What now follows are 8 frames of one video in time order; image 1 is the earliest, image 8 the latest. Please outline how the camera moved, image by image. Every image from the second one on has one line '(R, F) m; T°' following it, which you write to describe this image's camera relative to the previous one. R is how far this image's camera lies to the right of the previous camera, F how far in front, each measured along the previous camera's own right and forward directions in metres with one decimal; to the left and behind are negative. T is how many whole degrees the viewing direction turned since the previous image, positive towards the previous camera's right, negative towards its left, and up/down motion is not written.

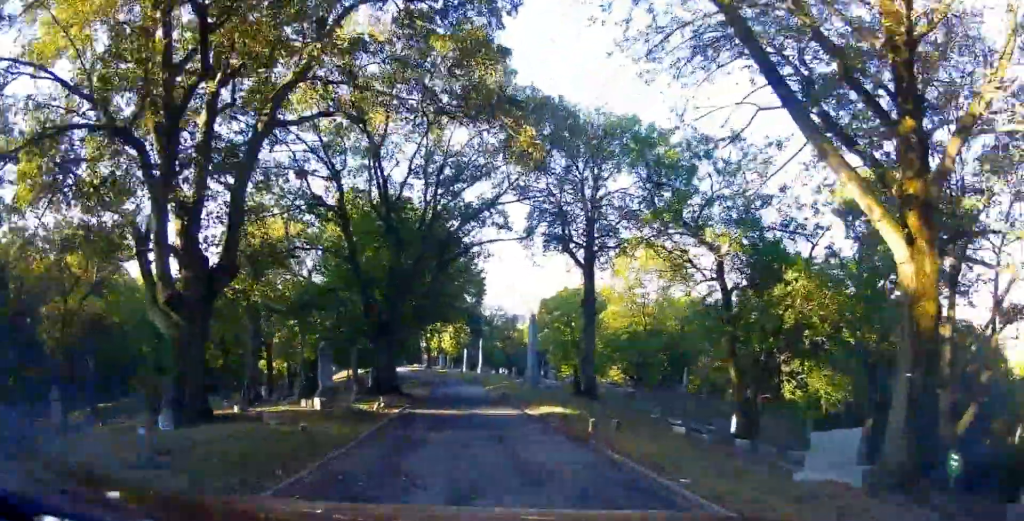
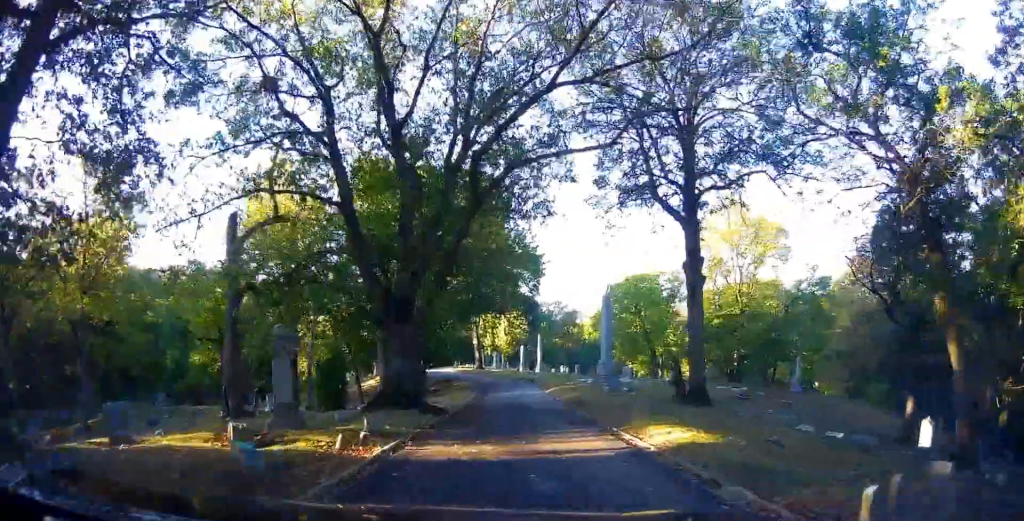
(-0.5, +9.7) m; -10°
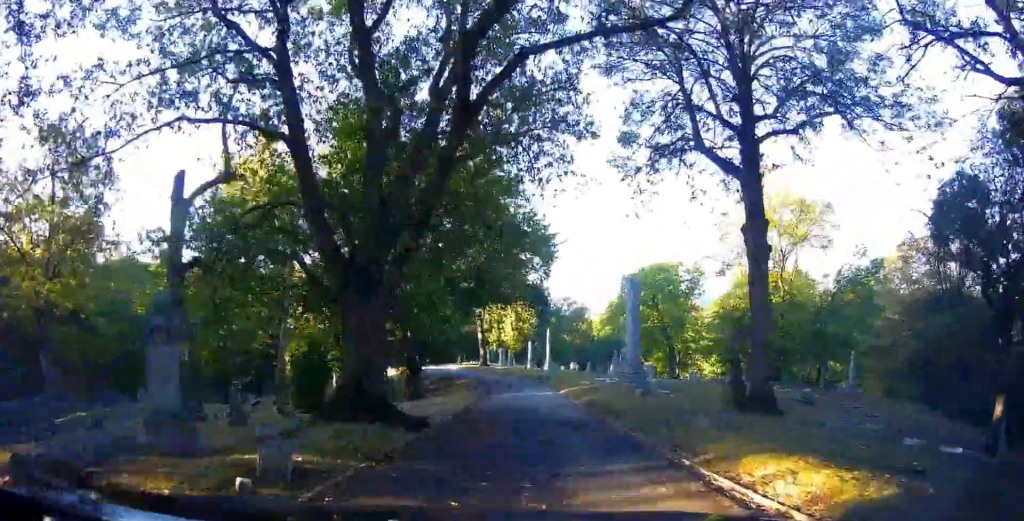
(-0.5, +5.6) m; 0°
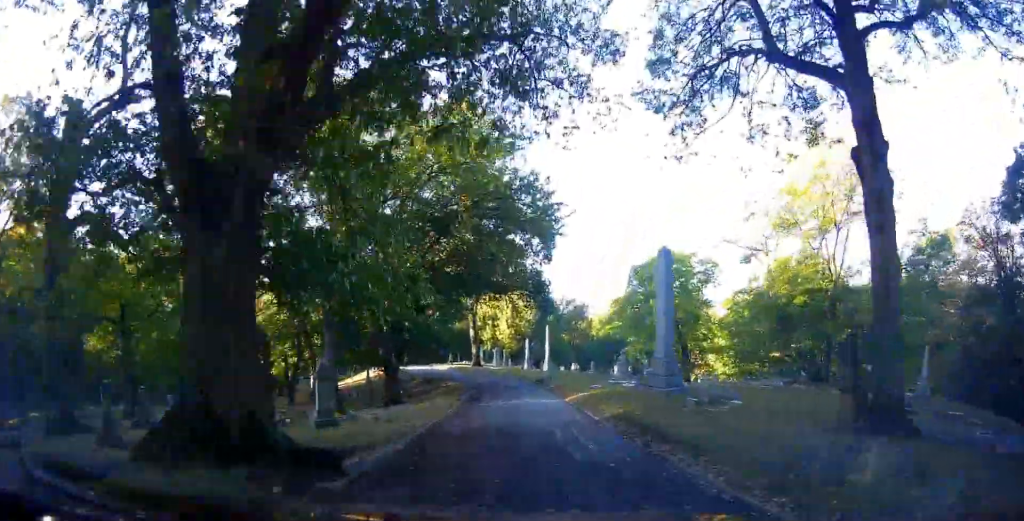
(+0.5, +6.7) m; +4°
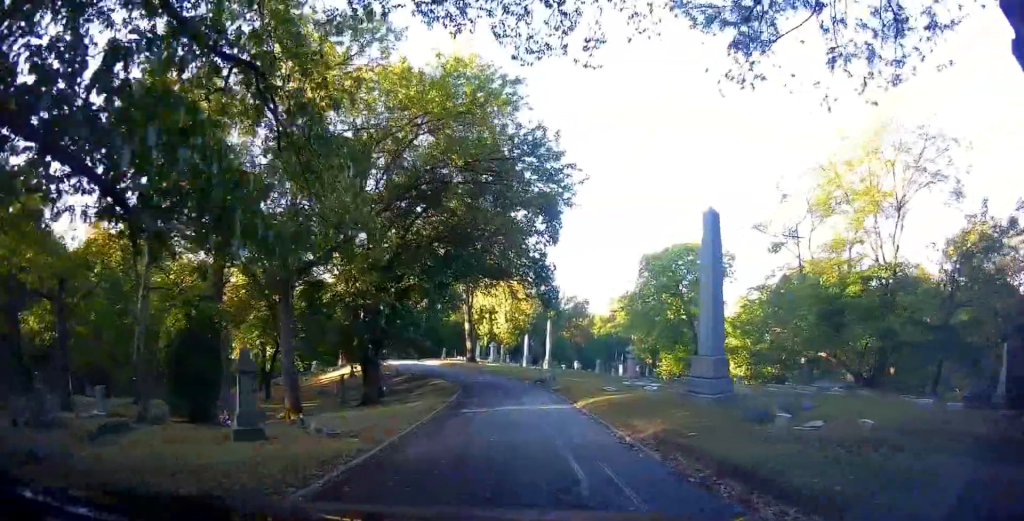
(0.0, +5.3) m; -3°
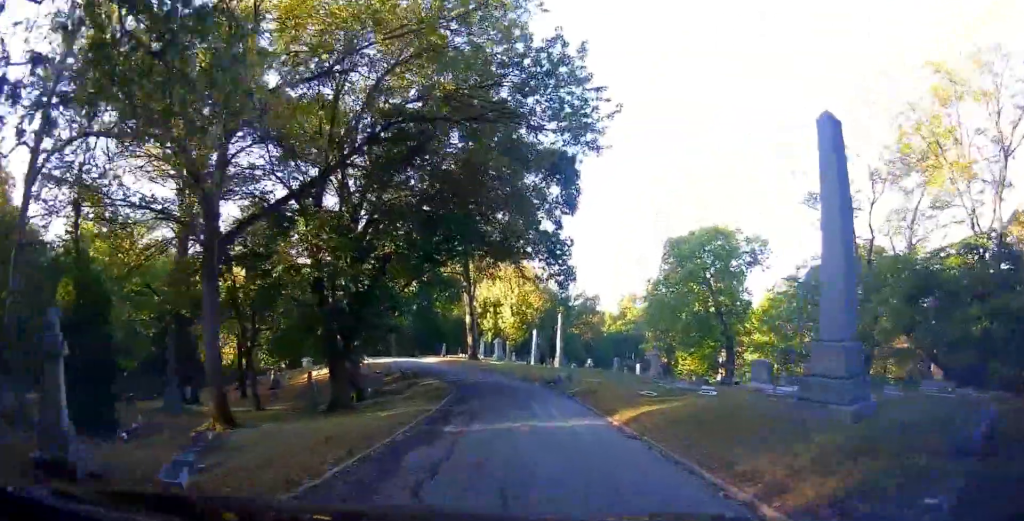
(-0.3, +6.3) m; -2°
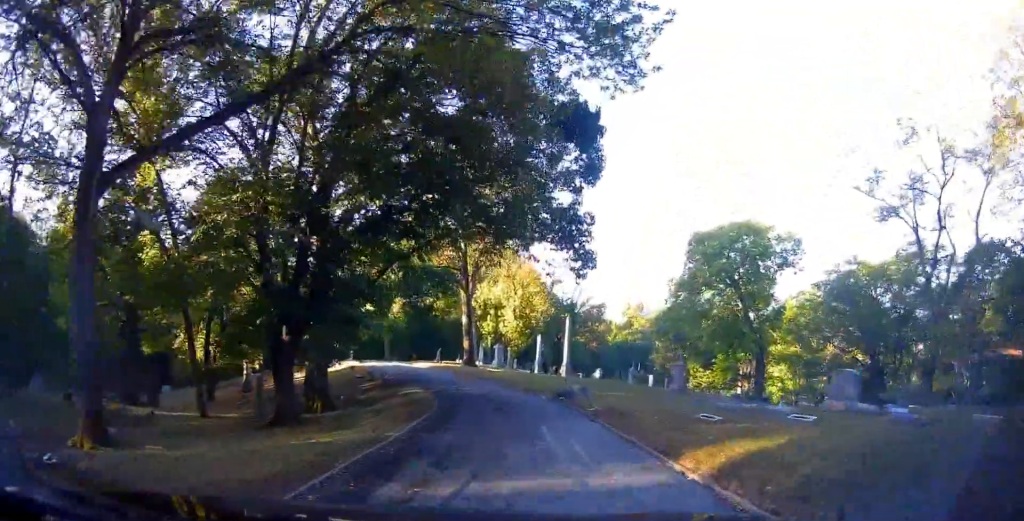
(0.0, +5.9) m; -2°
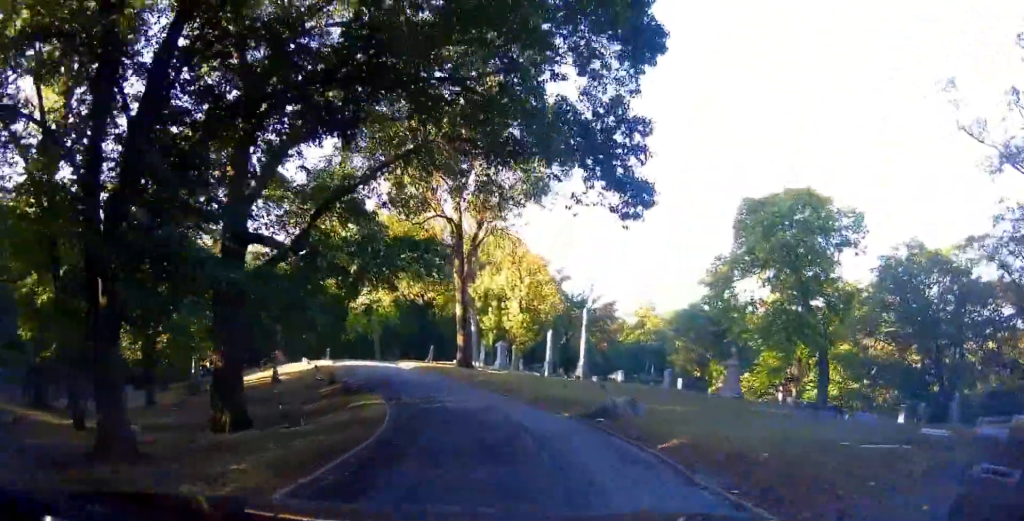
(-0.4, +8.8) m; -2°
